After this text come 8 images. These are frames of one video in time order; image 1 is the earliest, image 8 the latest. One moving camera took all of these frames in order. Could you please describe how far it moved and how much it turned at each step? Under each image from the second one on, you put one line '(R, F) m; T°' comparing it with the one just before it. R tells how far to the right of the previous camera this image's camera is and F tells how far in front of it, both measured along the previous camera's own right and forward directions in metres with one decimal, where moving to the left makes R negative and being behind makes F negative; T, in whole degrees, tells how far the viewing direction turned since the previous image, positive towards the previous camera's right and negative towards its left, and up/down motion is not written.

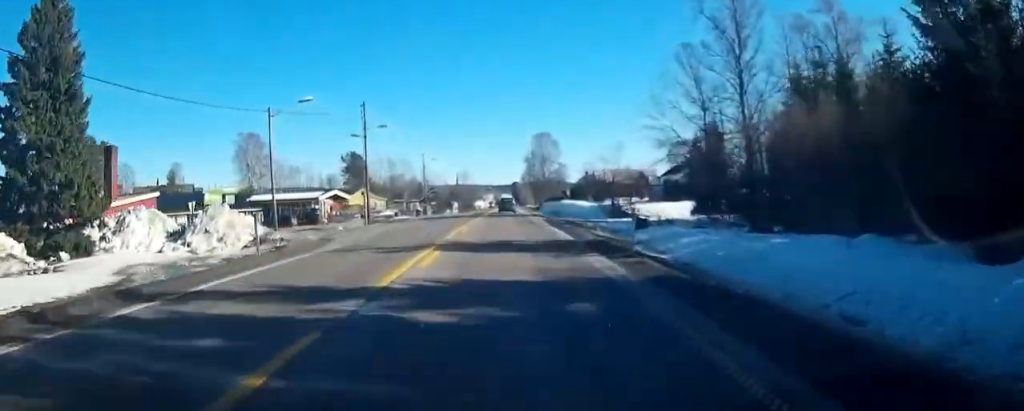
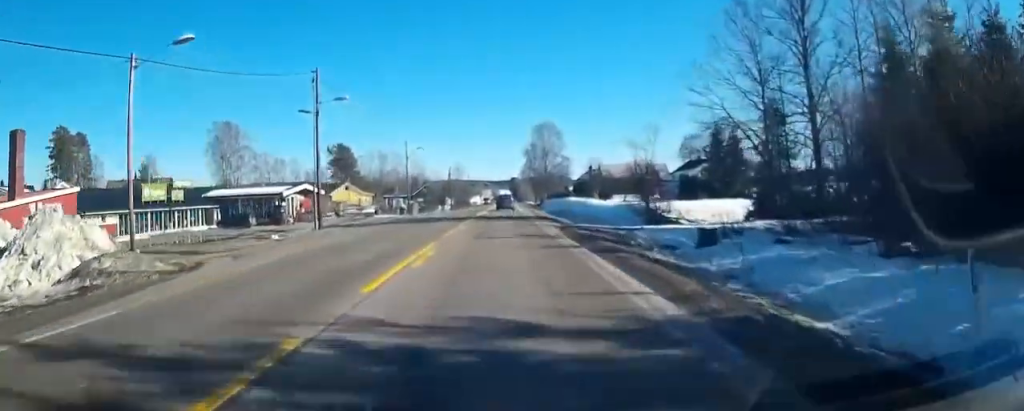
(-0.2, +12.2) m; -1°
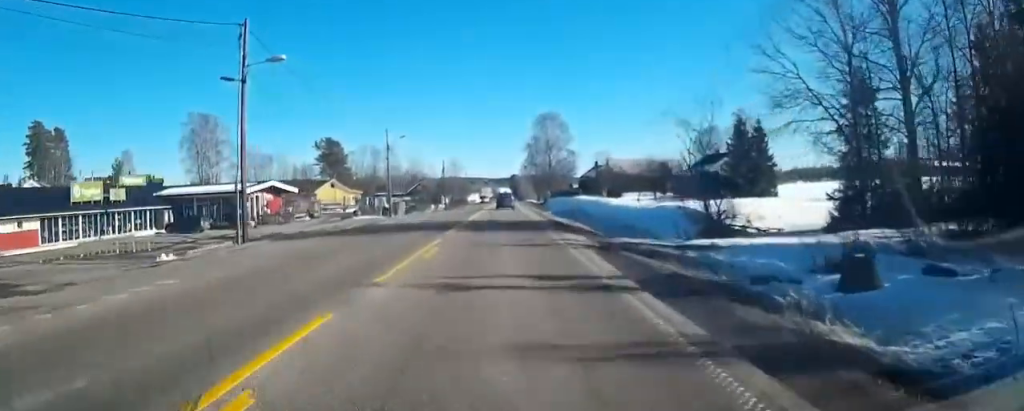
(-0.1, +10.7) m; 0°
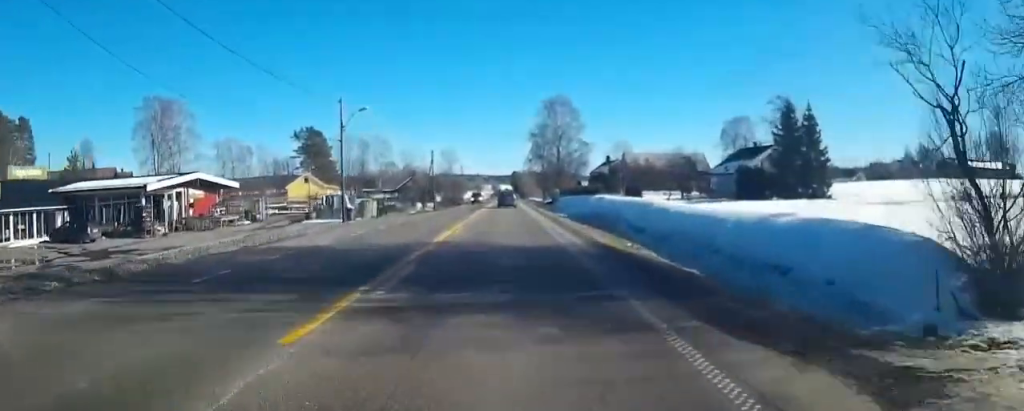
(0.0, +16.3) m; 0°
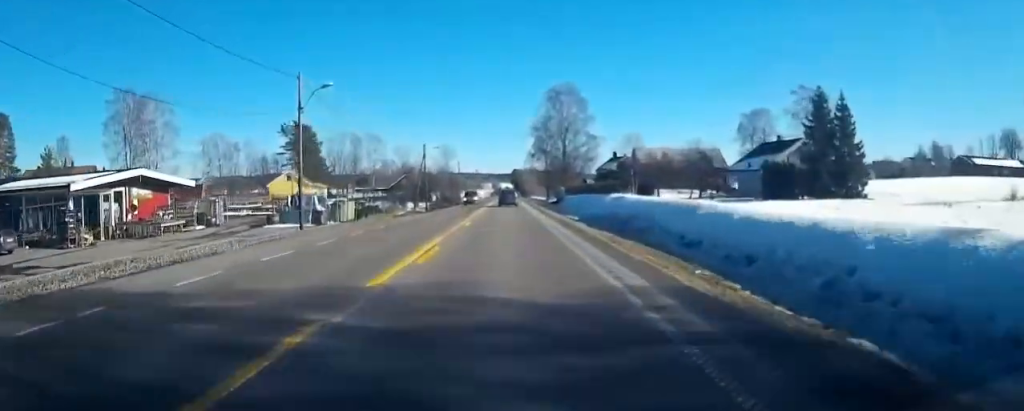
(0.0, +8.4) m; 0°
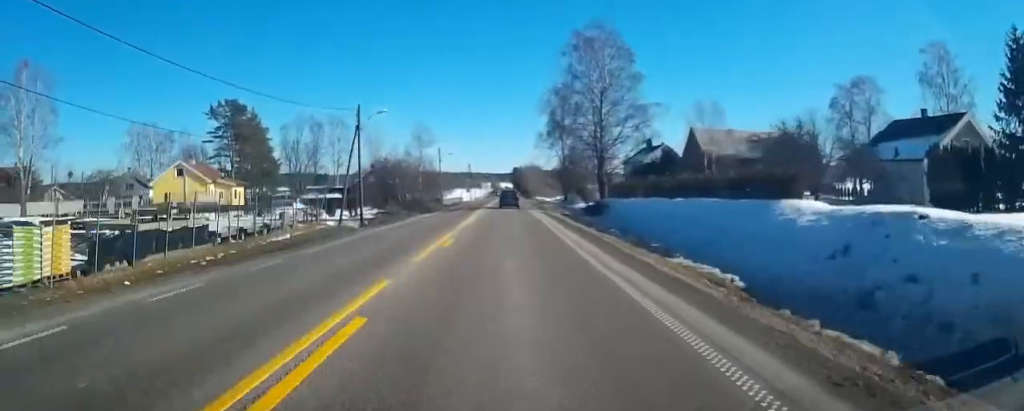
(-0.4, +32.7) m; -1°
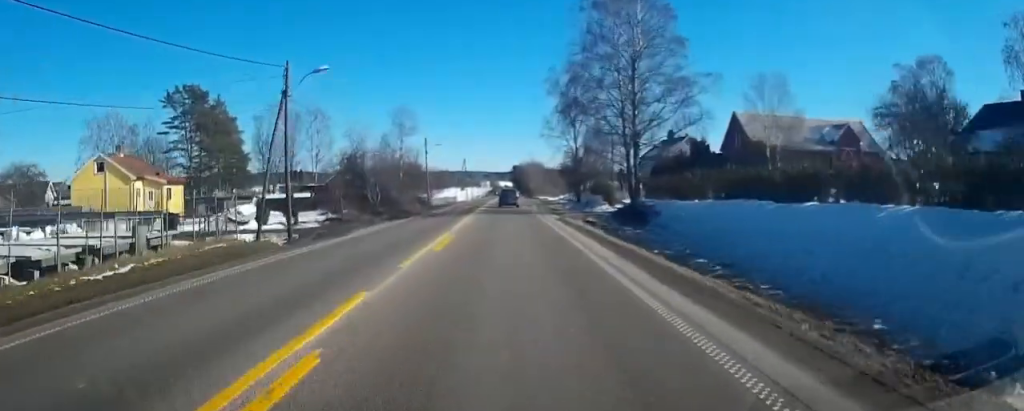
(+0.1, +13.8) m; 0°
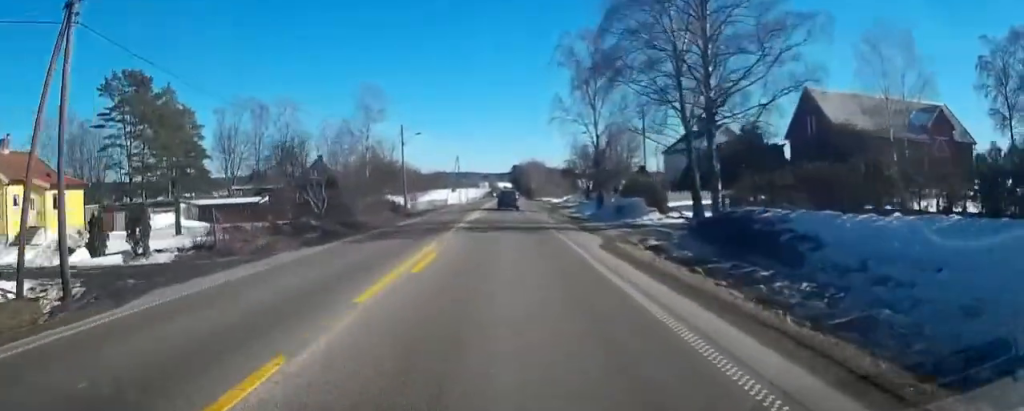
(+0.2, +15.1) m; 0°
